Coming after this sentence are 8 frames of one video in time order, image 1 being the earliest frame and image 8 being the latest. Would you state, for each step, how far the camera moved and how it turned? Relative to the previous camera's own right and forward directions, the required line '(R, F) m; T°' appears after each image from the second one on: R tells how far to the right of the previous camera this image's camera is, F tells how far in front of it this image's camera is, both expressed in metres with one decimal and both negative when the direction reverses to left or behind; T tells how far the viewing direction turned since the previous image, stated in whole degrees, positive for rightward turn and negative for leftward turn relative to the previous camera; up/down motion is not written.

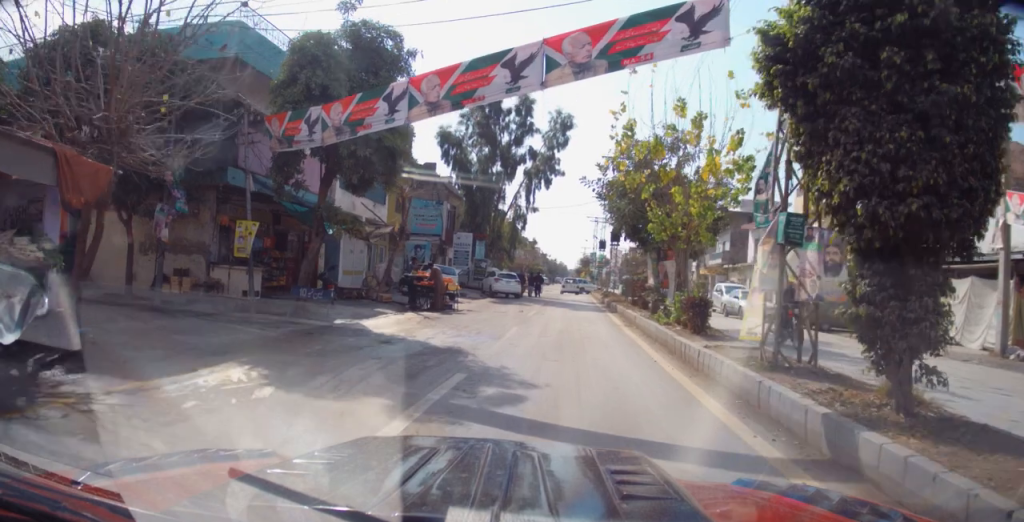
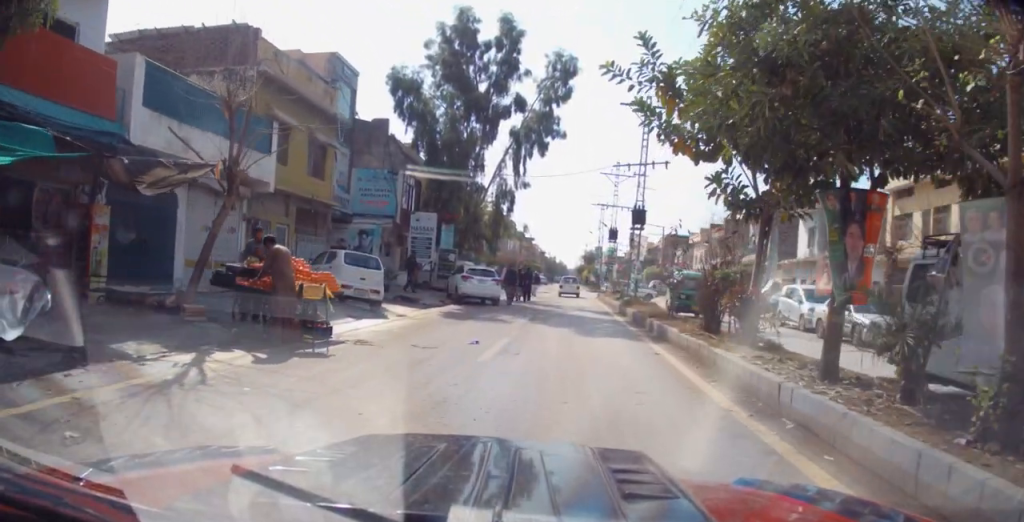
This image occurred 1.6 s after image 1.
(-0.2, +12.4) m; -1°
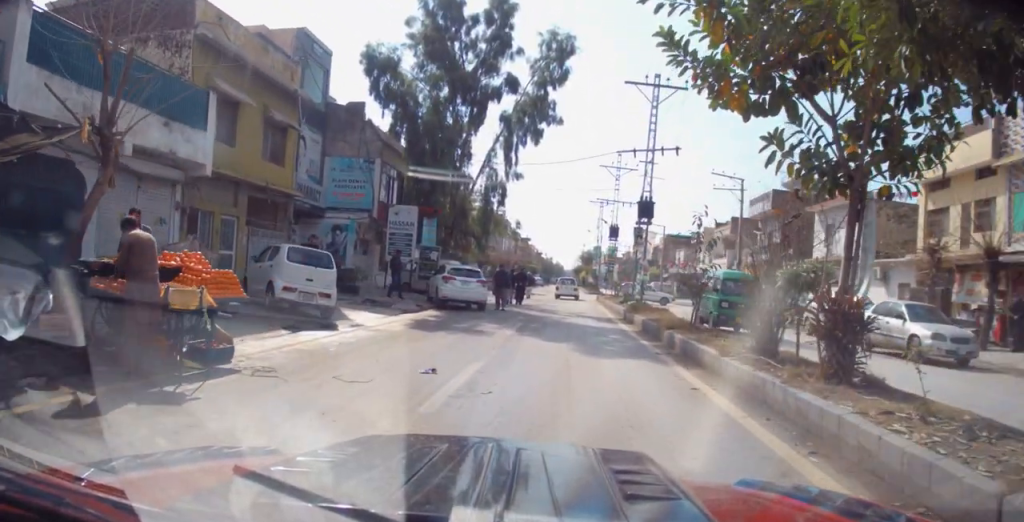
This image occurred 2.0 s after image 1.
(0.0, +3.4) m; 0°
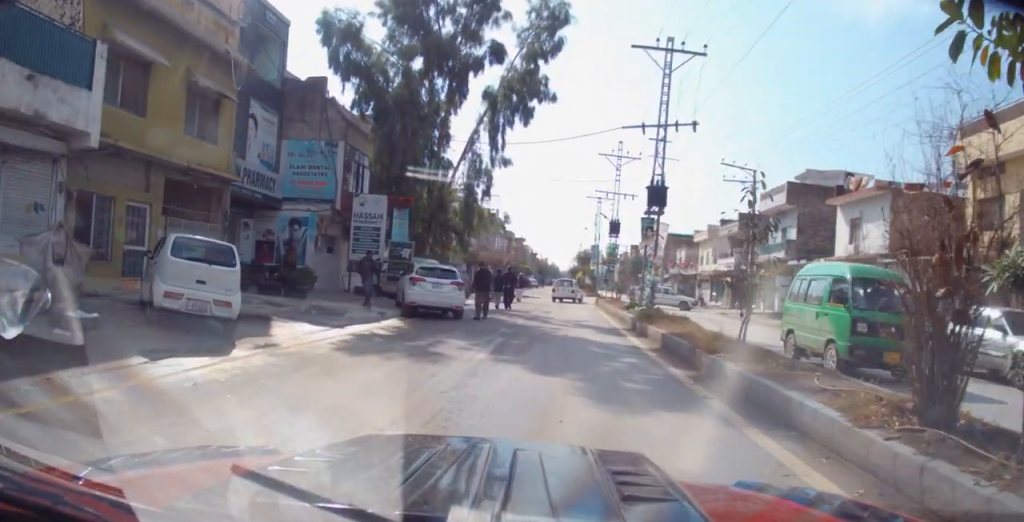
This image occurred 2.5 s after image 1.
(0.0, +4.2) m; 0°
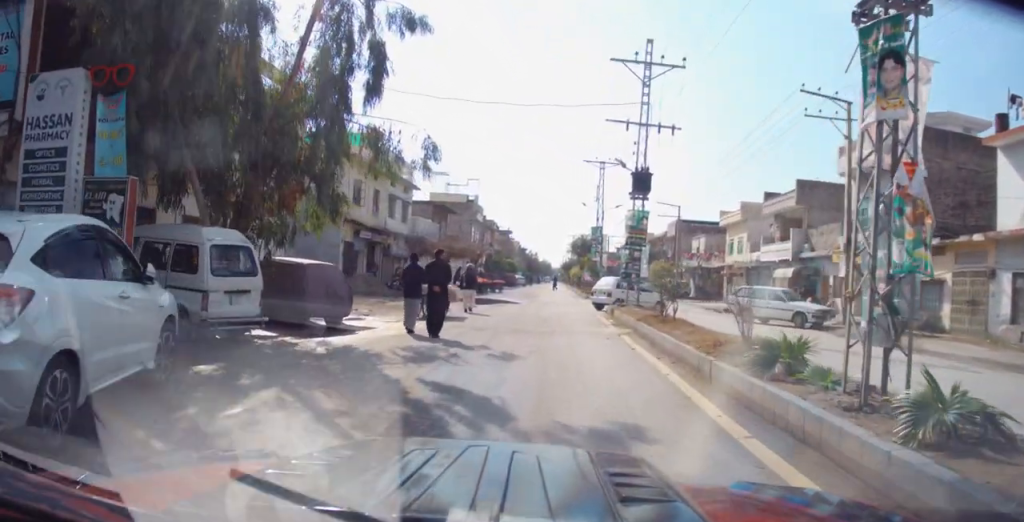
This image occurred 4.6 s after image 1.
(+0.1, +15.6) m; 0°
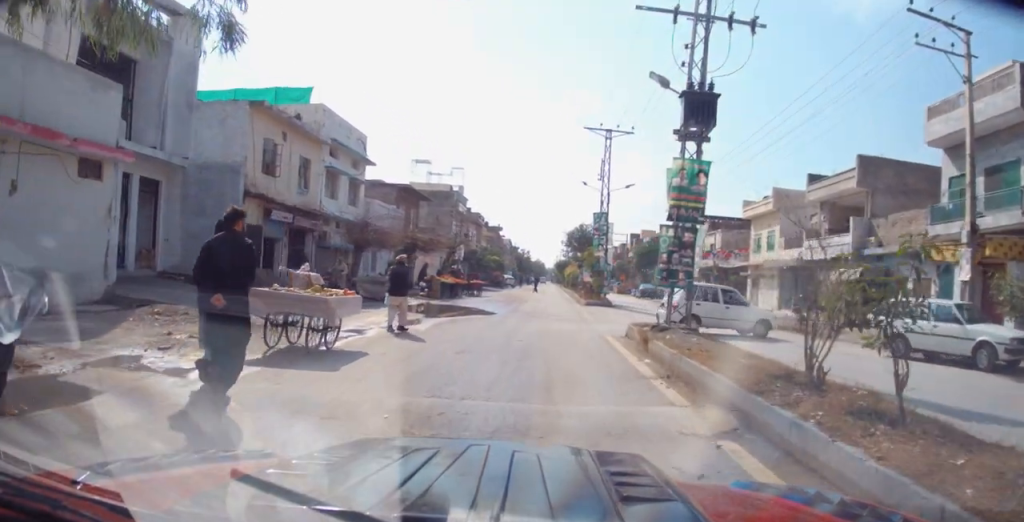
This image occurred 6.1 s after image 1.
(-0.4, +9.8) m; -1°
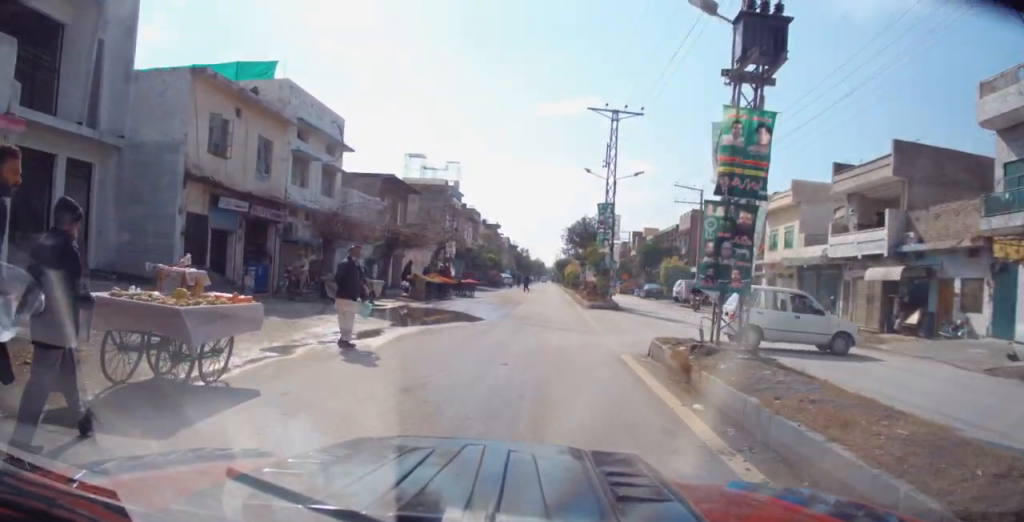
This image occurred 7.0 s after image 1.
(+0.3, +4.4) m; +6°
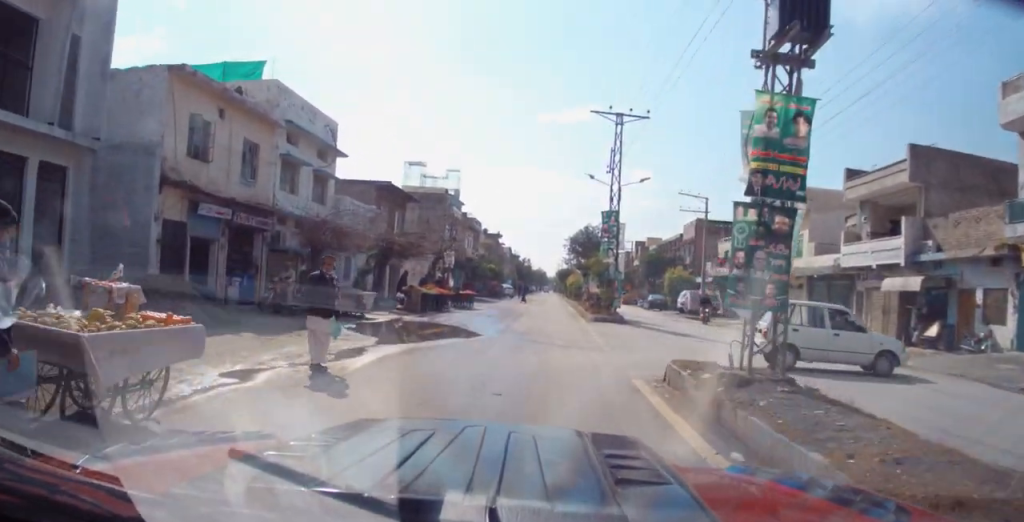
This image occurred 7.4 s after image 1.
(+0.1, +2.0) m; +2°
